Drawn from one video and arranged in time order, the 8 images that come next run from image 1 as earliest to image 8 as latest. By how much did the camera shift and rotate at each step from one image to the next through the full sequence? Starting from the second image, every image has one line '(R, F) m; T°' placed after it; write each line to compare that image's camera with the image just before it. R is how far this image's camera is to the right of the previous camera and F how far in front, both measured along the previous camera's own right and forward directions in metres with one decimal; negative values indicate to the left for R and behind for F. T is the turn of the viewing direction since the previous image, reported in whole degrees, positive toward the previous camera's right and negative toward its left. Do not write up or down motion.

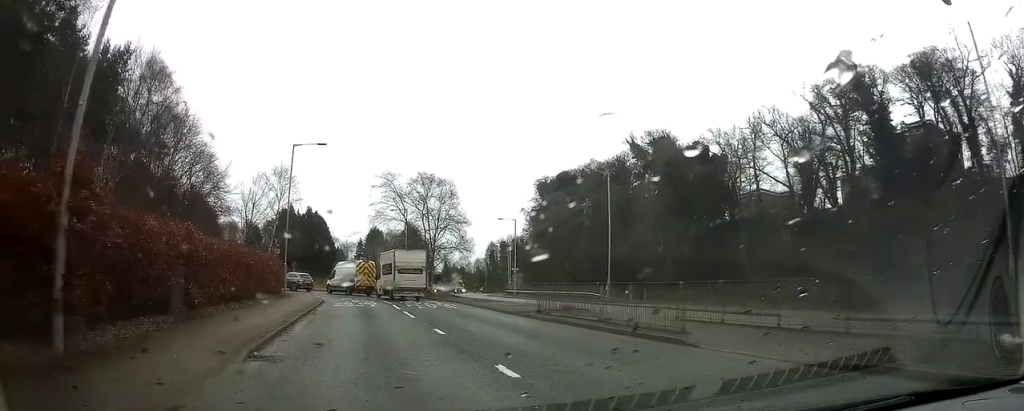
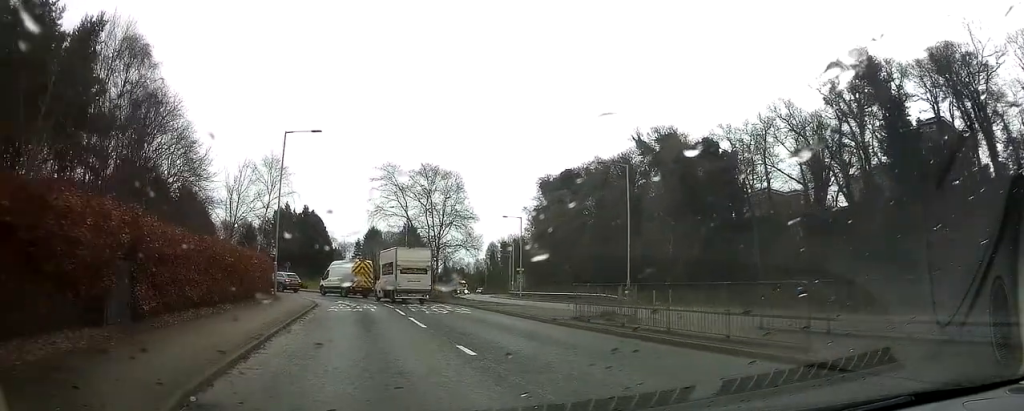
(-0.1, +3.5) m; +3°
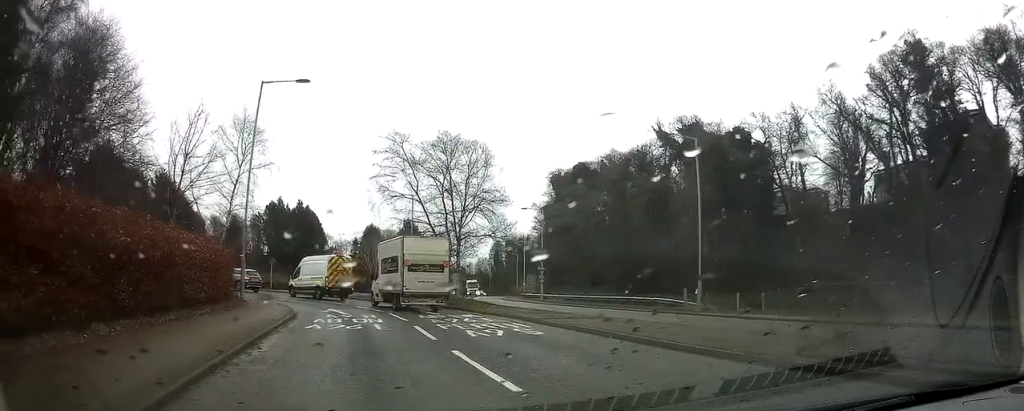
(+0.5, +8.6) m; -1°
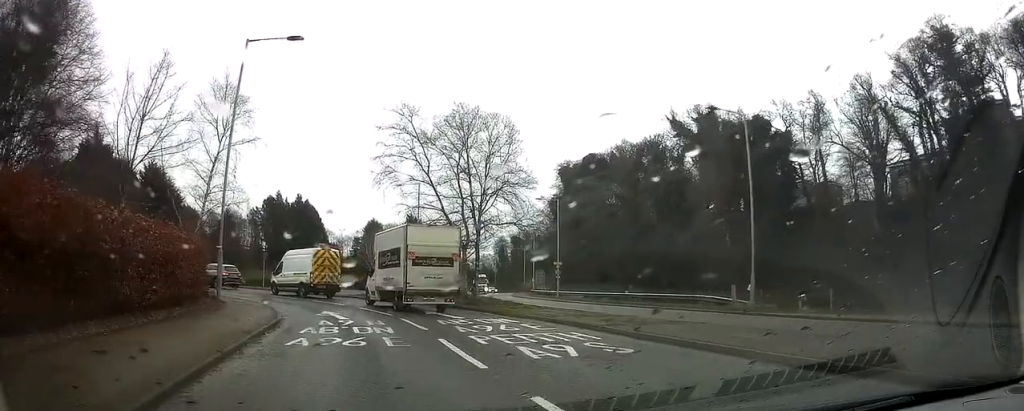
(-0.2, +4.3) m; -3°
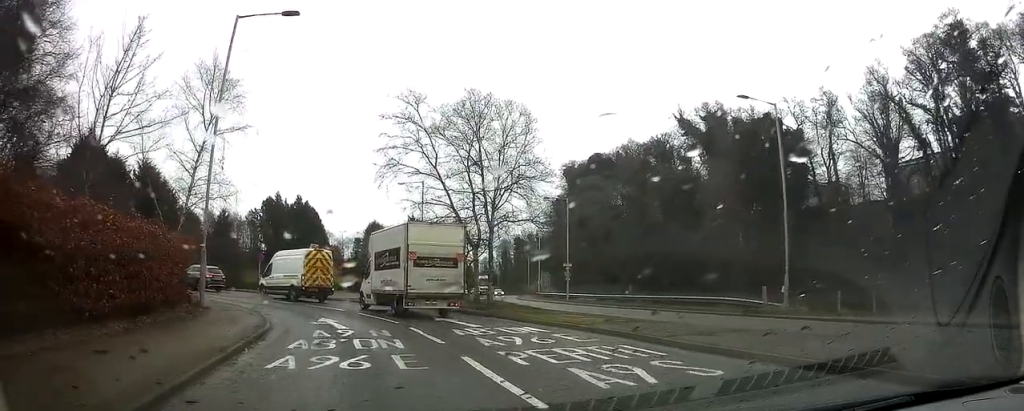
(-0.3, +2.4) m; +3°
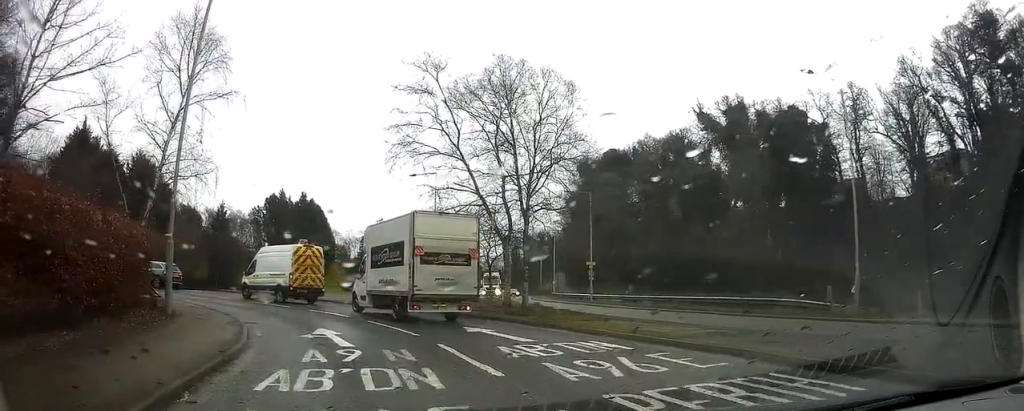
(+0.6, +3.9) m; +8°
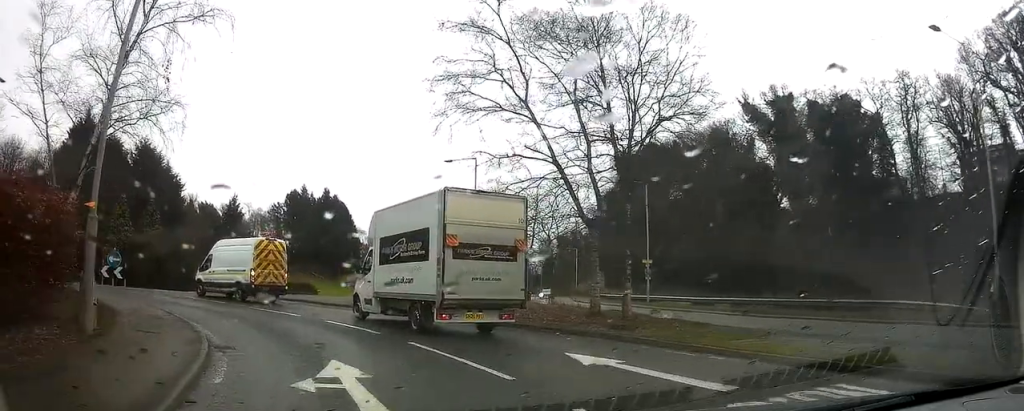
(-0.6, +5.6) m; -15°
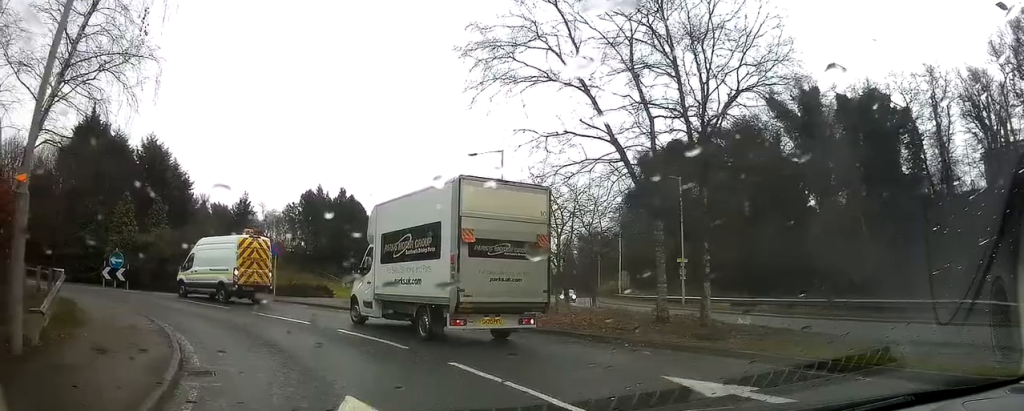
(-0.2, +2.9) m; -8°
